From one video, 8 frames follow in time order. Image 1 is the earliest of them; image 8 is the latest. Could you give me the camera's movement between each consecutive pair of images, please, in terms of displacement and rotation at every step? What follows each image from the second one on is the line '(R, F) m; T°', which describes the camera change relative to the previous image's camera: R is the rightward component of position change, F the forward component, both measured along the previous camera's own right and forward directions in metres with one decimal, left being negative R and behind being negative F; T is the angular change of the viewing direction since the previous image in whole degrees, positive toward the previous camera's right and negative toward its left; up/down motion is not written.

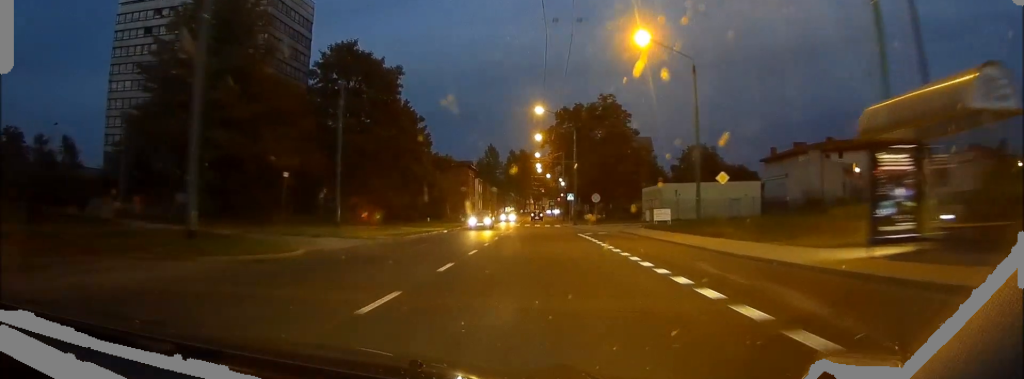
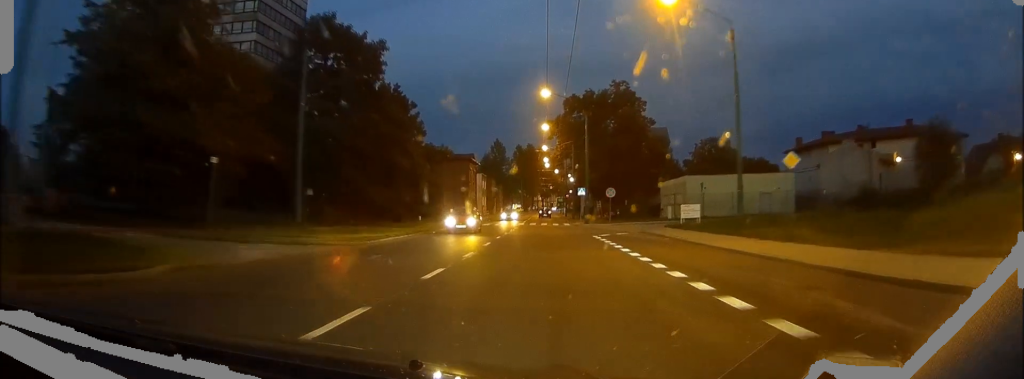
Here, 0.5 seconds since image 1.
(0.0, +8.0) m; 0°
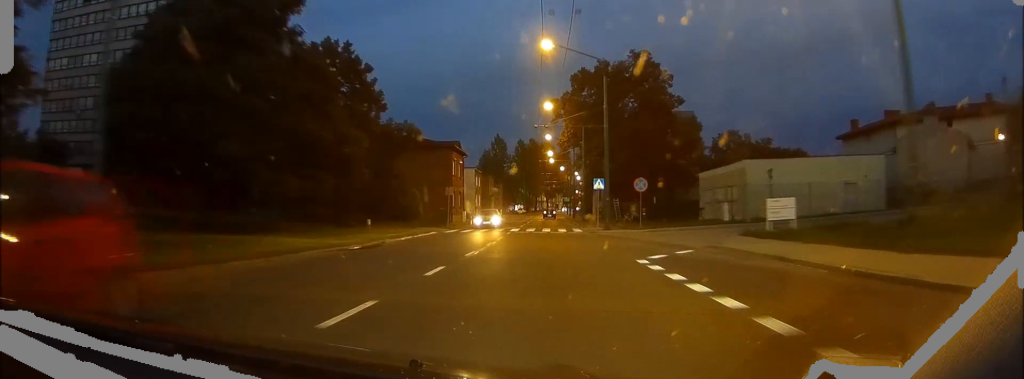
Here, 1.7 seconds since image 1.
(-0.1, +17.4) m; 0°
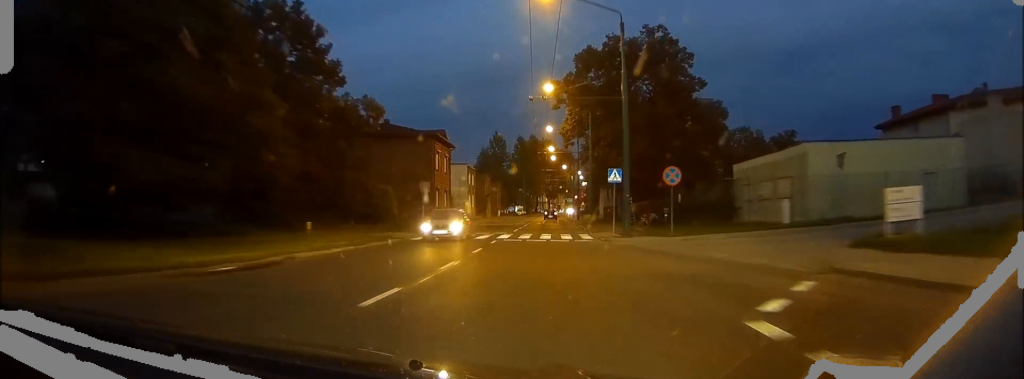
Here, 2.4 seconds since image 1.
(0.0, +10.4) m; 0°
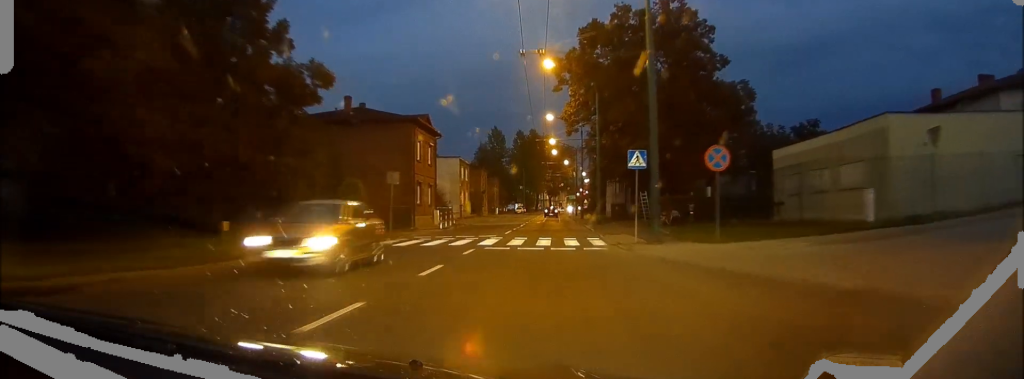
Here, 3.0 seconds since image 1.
(0.0, +8.3) m; 0°
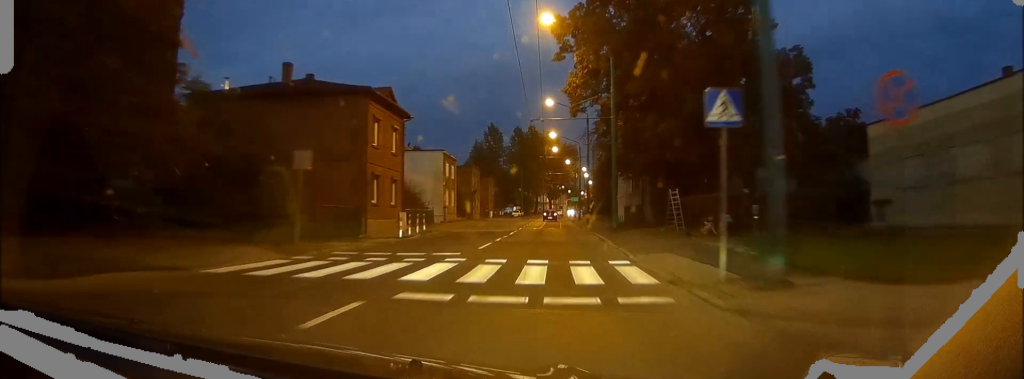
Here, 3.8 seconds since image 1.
(0.0, +12.2) m; 0°
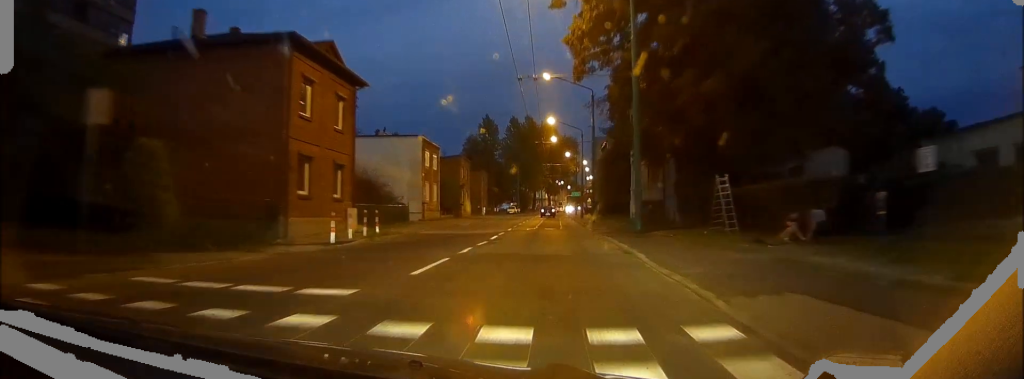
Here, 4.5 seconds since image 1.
(0.0, +10.6) m; 0°
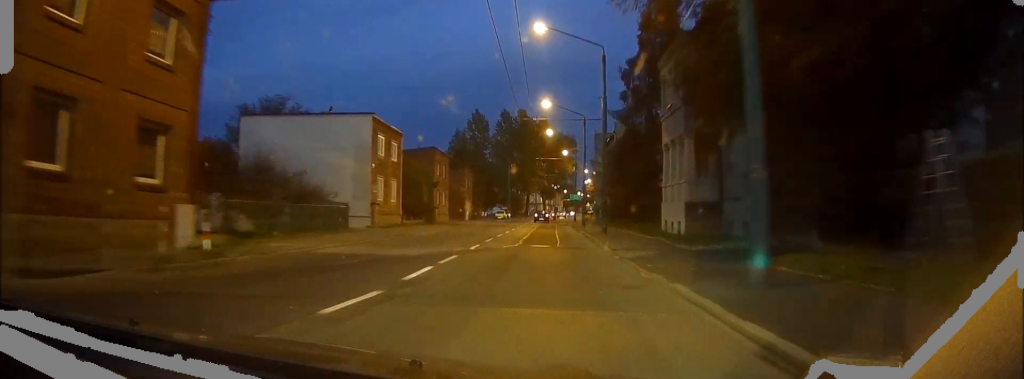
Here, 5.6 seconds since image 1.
(0.0, +15.2) m; -1°
